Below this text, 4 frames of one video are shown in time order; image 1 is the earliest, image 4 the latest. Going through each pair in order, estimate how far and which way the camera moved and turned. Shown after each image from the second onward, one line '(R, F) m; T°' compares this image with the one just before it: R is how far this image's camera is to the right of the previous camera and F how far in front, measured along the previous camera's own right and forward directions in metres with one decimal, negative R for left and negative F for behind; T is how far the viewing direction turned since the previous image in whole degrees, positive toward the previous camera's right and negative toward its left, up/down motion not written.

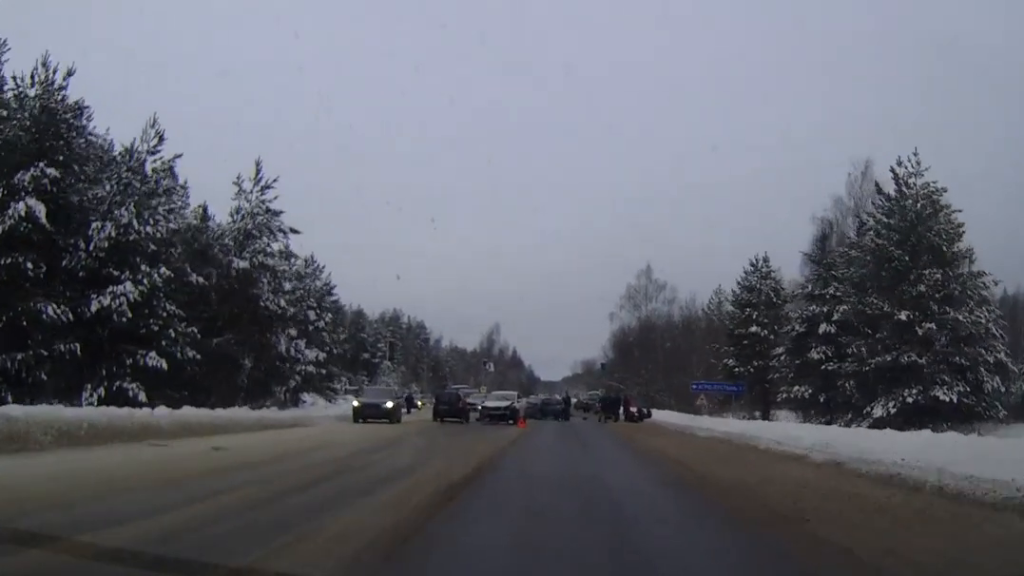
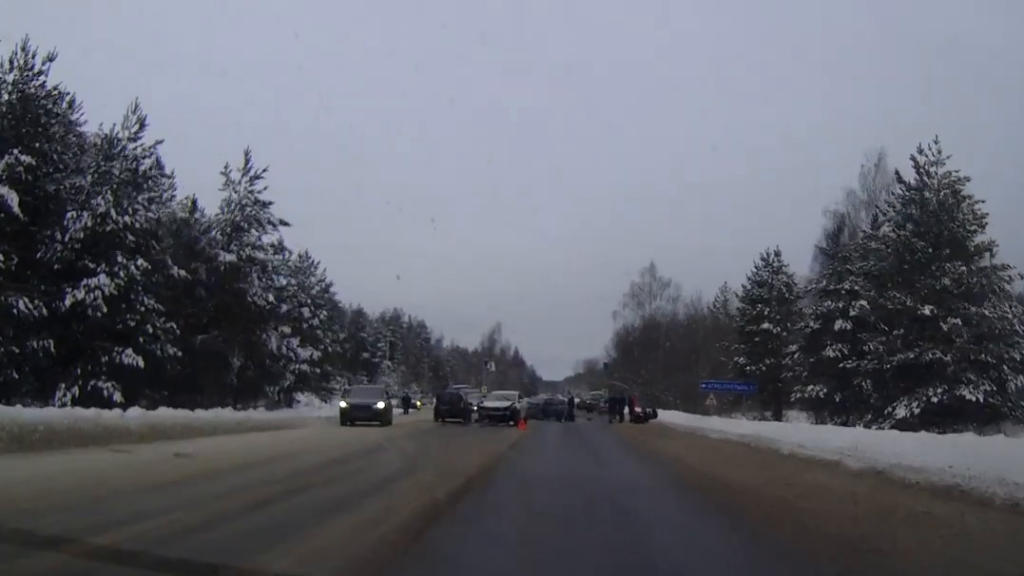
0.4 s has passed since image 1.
(0.0, +2.0) m; 0°
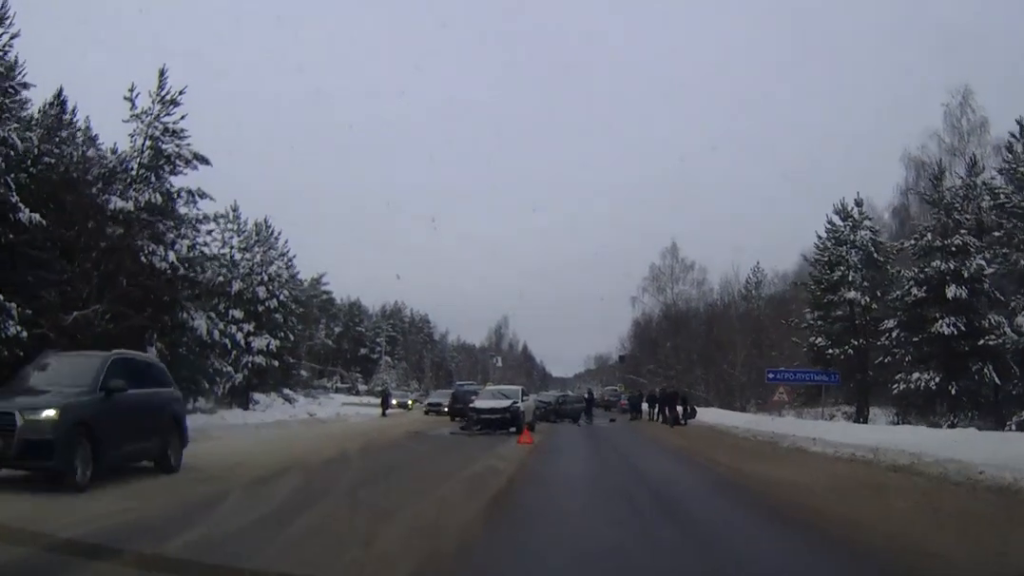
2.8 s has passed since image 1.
(-0.2, +10.9) m; -1°
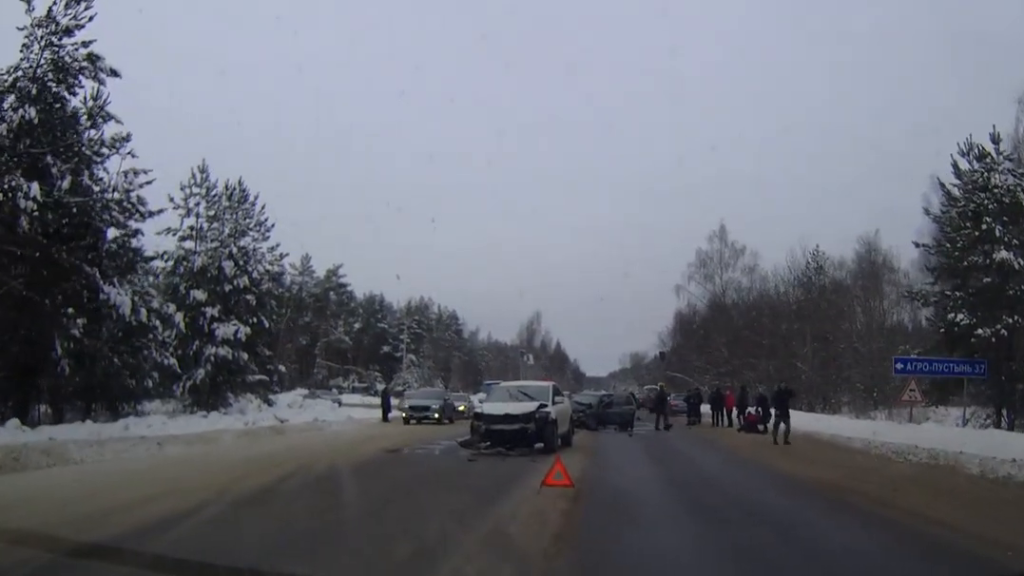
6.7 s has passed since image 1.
(-0.2, +9.6) m; -5°
